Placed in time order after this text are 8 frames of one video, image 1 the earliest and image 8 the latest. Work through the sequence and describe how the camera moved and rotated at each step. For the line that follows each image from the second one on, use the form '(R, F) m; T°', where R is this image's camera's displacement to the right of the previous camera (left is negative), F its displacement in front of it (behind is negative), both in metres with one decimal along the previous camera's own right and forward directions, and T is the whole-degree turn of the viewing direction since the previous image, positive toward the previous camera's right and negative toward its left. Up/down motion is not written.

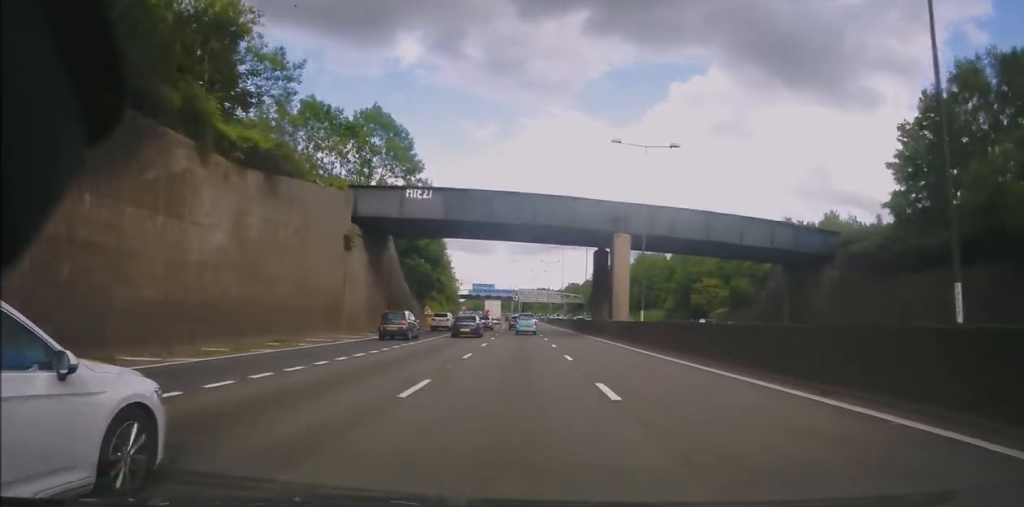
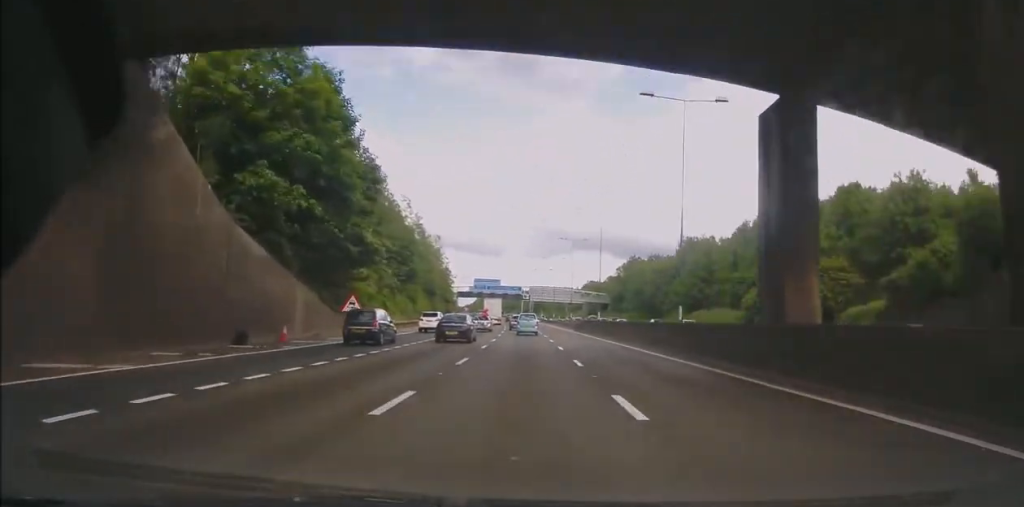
(-0.4, +37.6) m; -1°
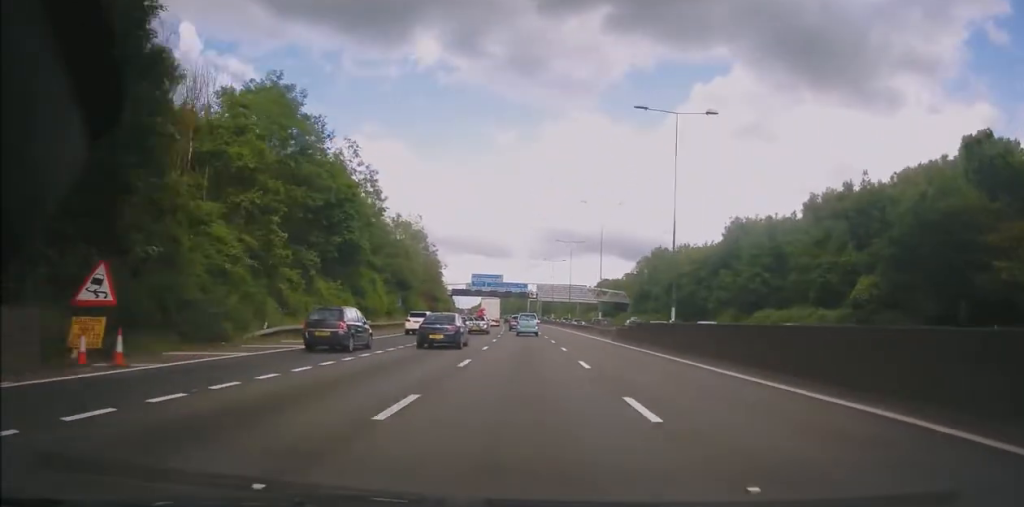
(-0.1, +27.1) m; -1°
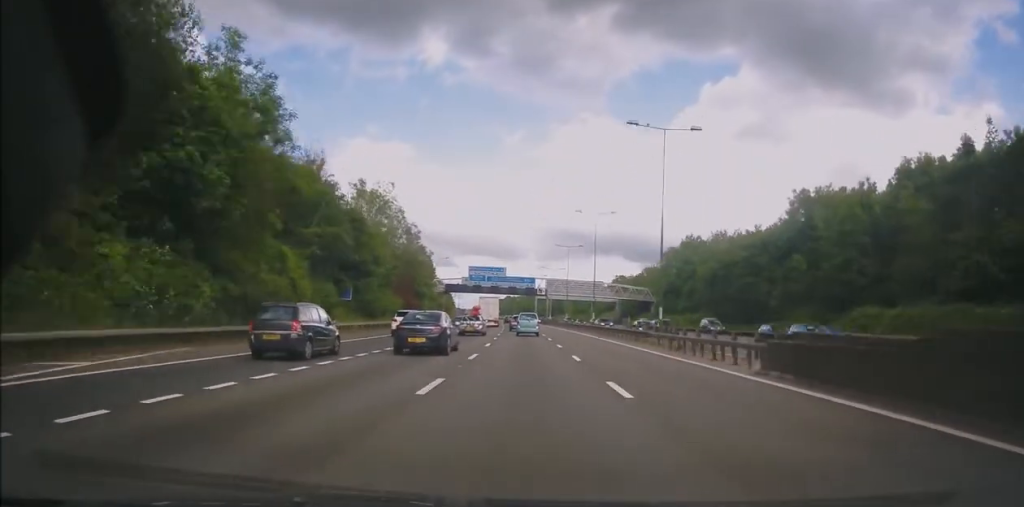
(-0.1, +23.7) m; -1°
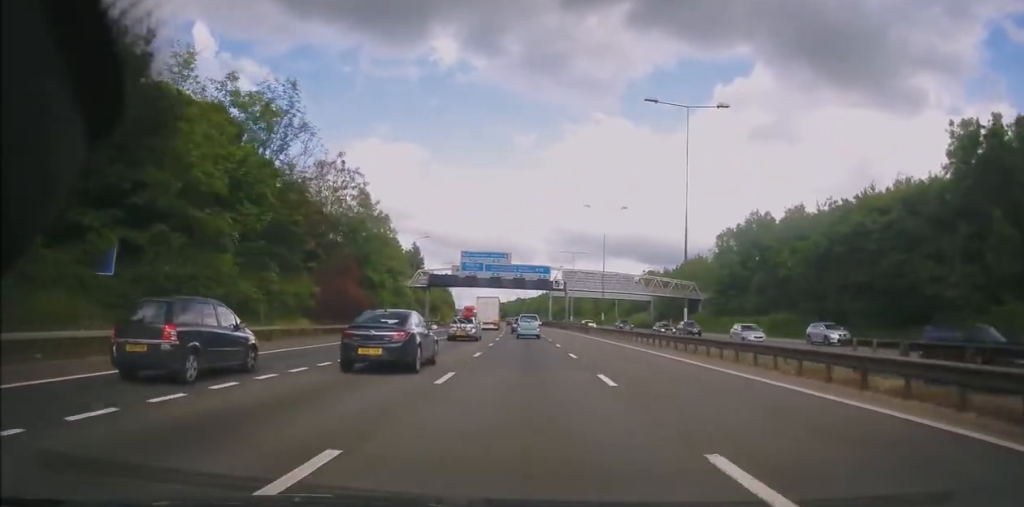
(-0.6, +33.0) m; -2°
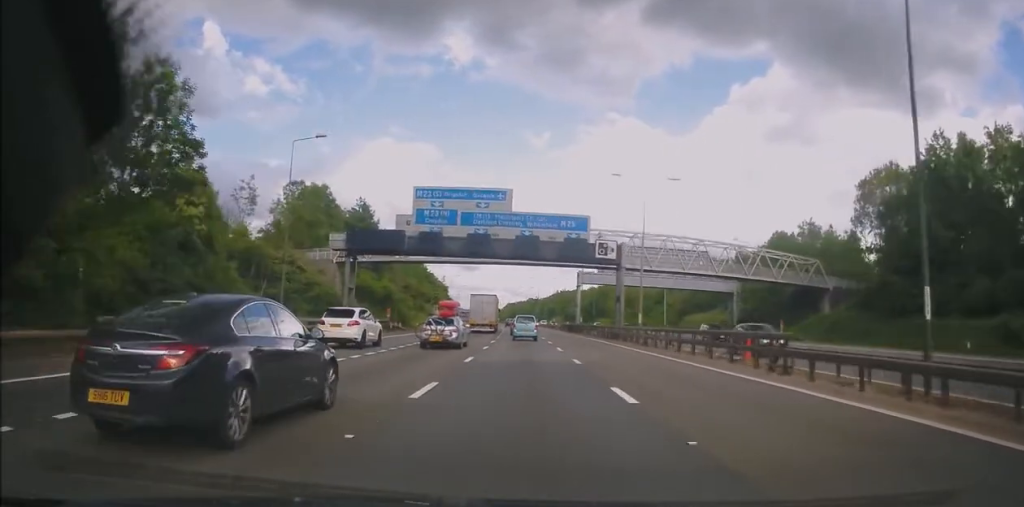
(-0.5, +46.9) m; -1°
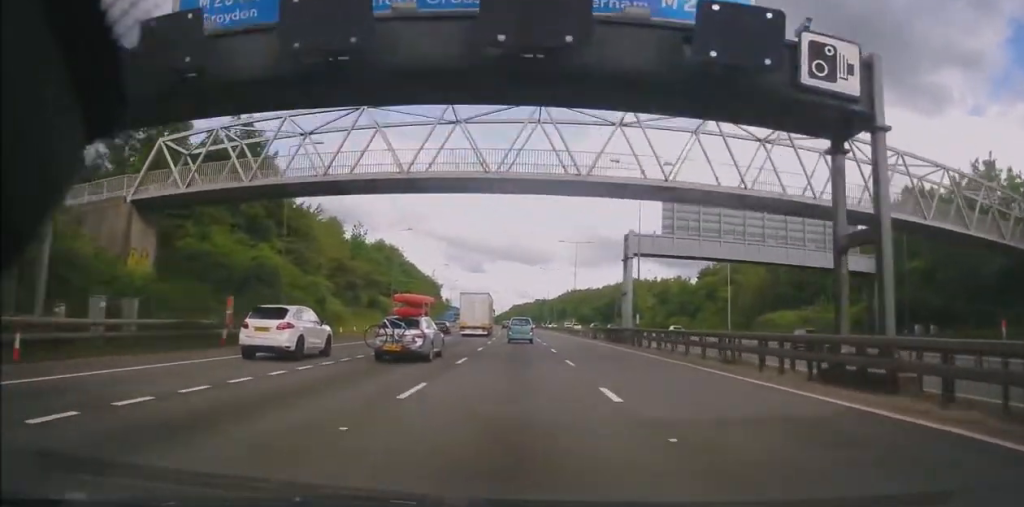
(-0.4, +35.4) m; 0°
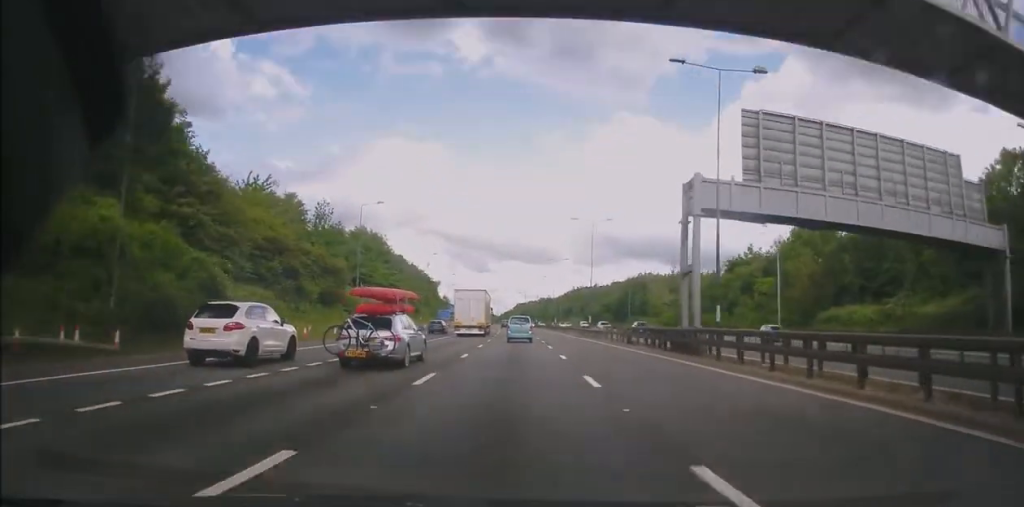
(+0.3, +16.3) m; 0°
